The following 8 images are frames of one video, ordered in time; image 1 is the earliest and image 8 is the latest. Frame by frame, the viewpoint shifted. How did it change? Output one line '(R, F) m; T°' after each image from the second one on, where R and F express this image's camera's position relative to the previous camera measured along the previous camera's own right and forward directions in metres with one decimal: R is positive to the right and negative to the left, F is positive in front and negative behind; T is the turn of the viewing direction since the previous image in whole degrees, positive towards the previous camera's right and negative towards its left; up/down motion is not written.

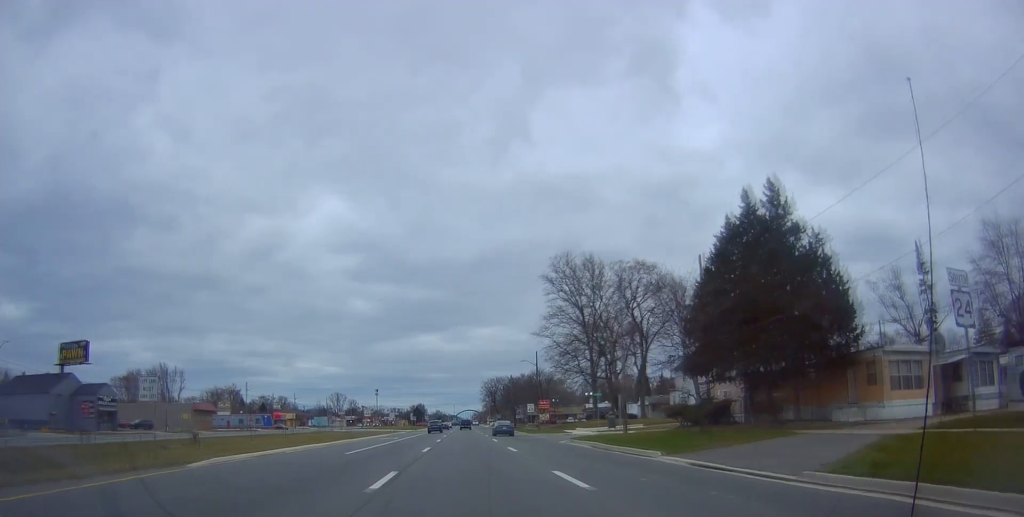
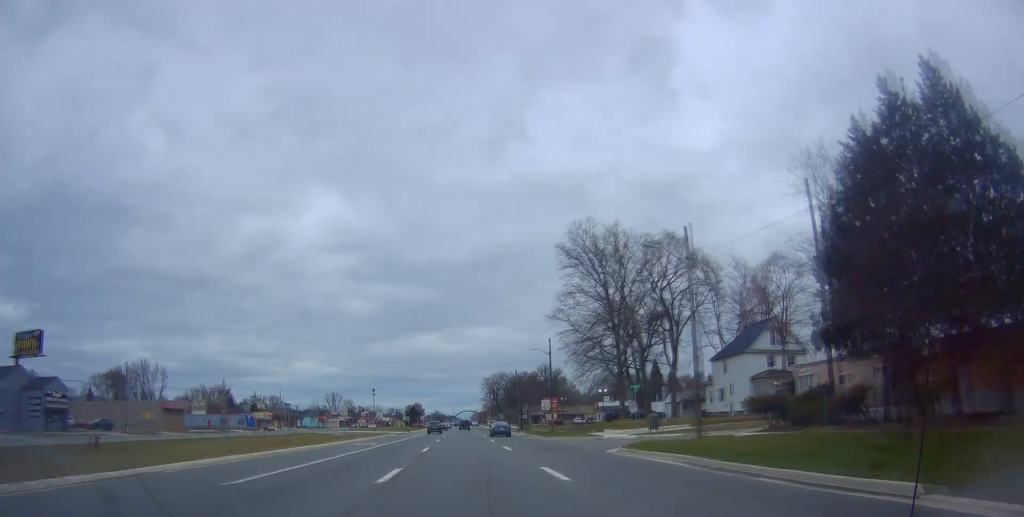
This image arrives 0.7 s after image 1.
(-0.1, +13.3) m; 0°
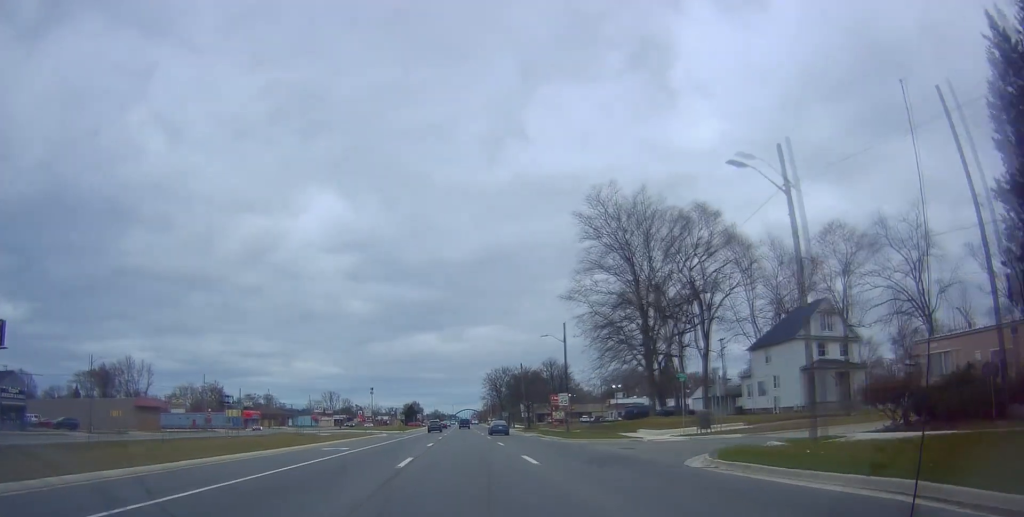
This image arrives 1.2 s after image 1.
(-0.2, +10.0) m; 0°
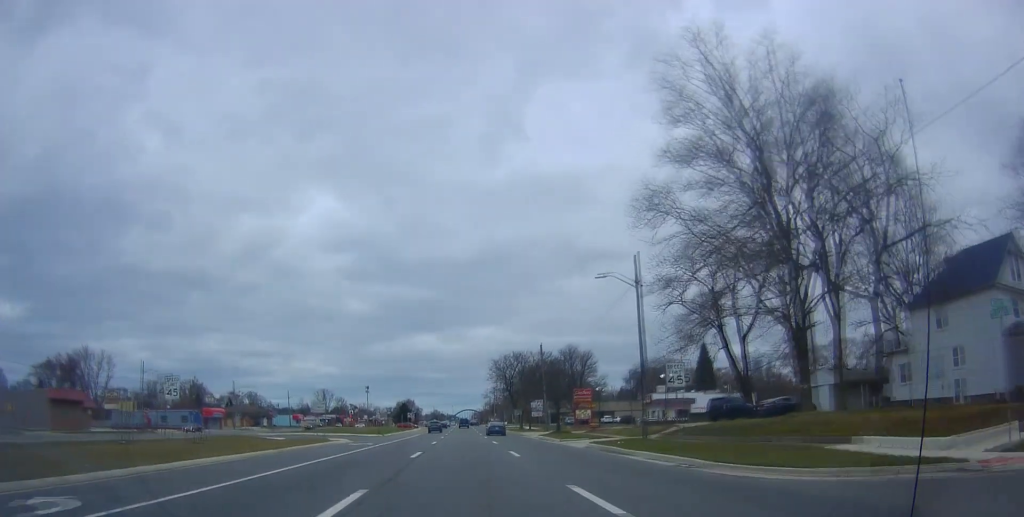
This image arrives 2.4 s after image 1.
(+0.2, +24.5) m; -2°
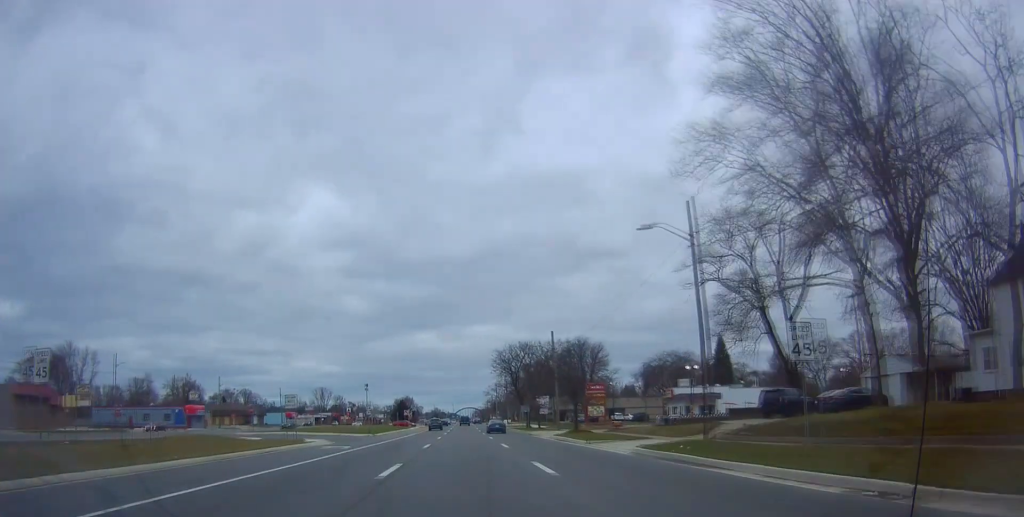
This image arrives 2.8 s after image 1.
(-0.3, +8.5) m; -1°
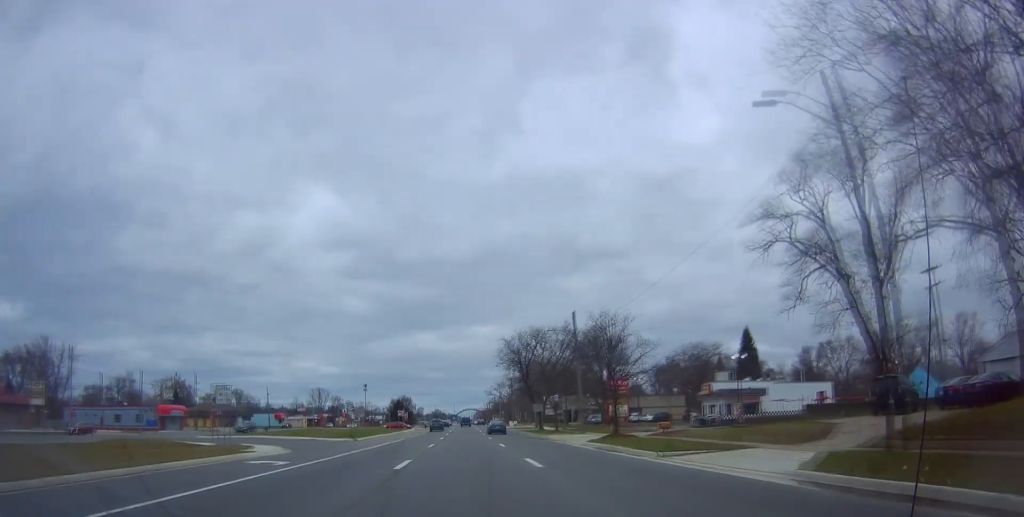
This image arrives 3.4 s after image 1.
(-0.2, +11.8) m; -1°
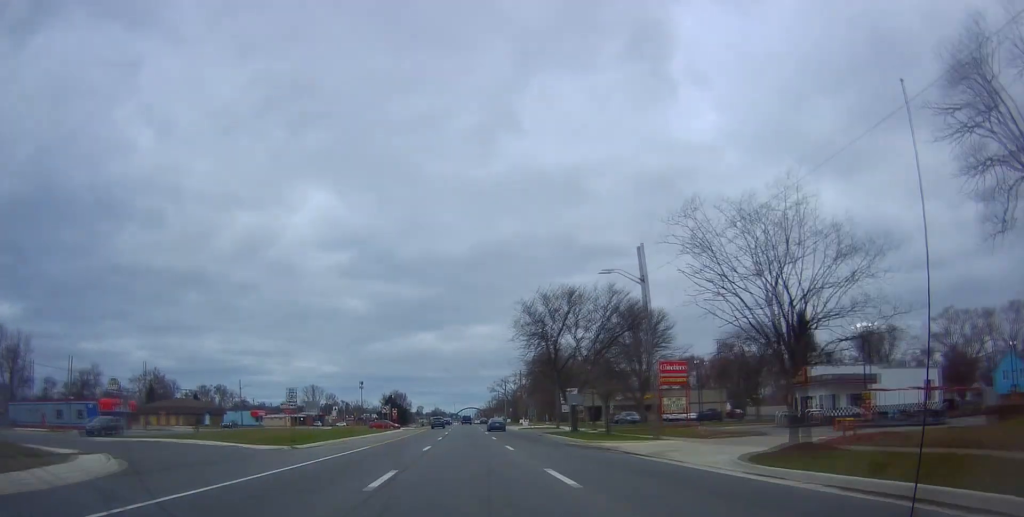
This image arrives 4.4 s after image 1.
(+0.1, +19.7) m; +2°
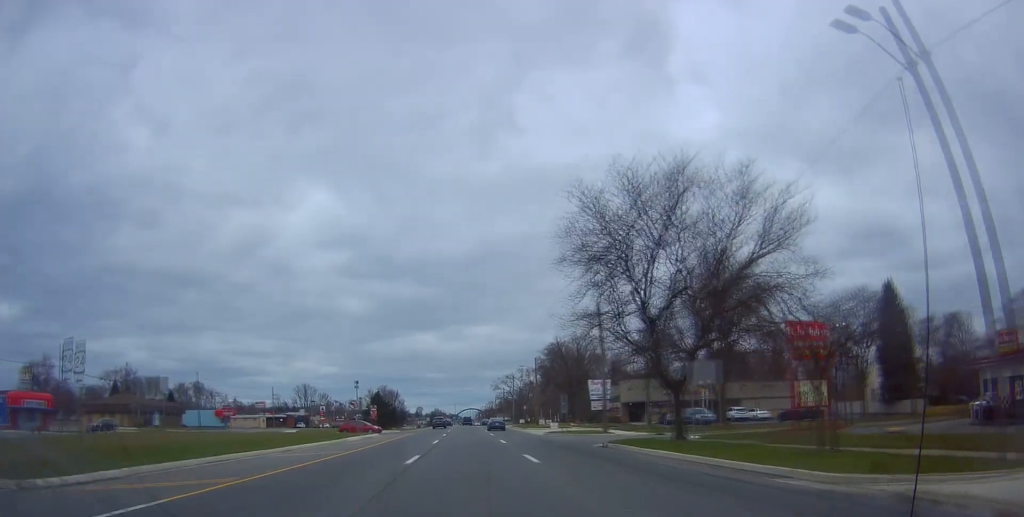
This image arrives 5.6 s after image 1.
(+0.6, +23.1) m; +1°
